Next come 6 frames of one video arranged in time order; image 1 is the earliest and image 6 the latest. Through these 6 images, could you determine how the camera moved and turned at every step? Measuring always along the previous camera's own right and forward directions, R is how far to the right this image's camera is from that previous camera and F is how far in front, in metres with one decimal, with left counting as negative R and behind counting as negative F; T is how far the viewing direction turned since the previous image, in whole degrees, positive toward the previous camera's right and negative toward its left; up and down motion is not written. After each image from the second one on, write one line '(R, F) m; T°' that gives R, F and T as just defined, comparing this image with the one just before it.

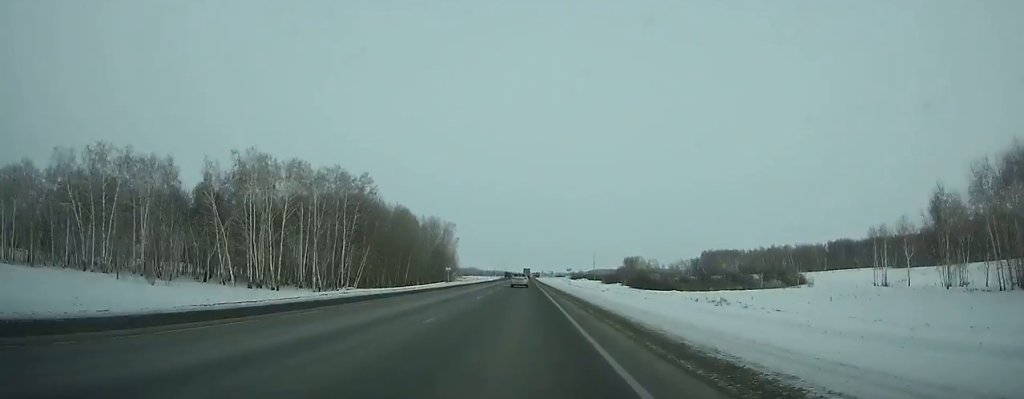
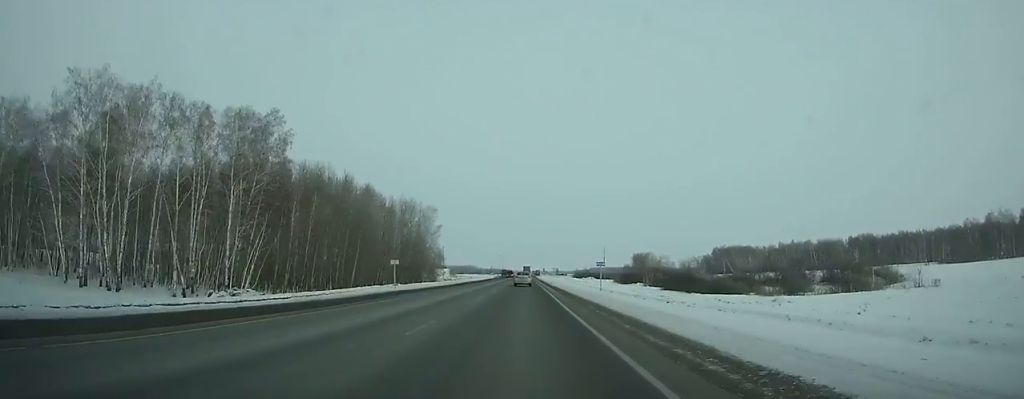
(-0.2, +35.3) m; 0°
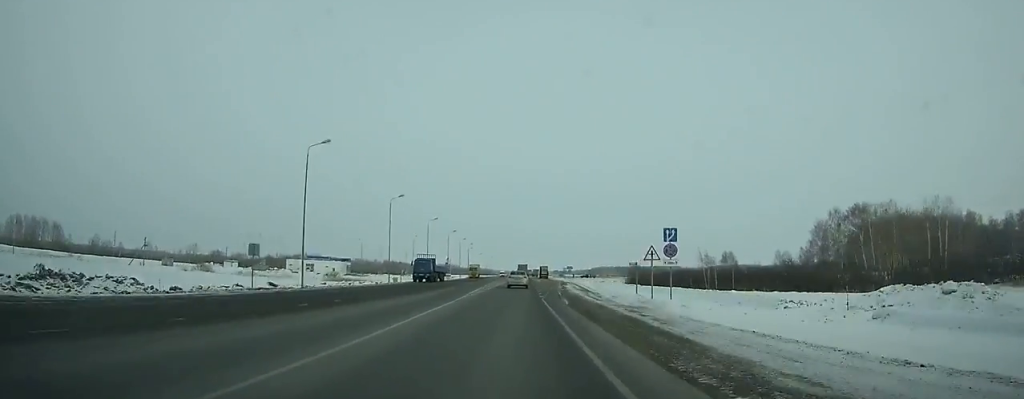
(+2.0, +234.7) m; +1°
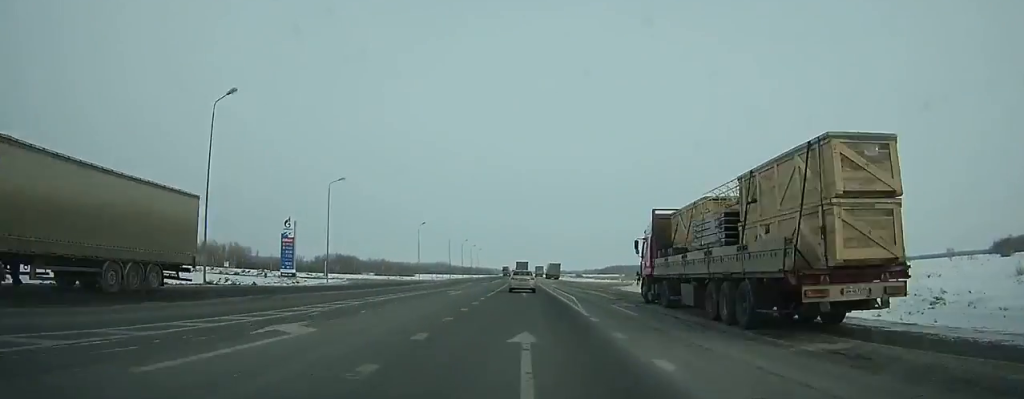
(-0.4, +159.5) m; -1°
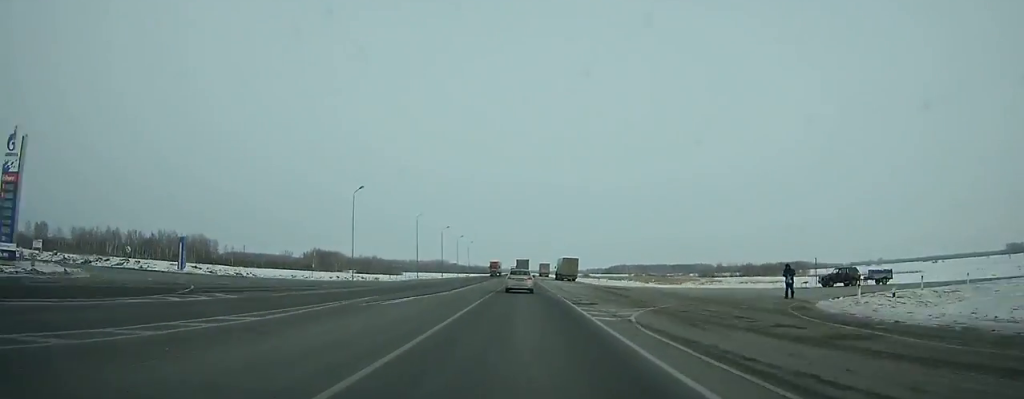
(-0.2, +44.0) m; 0°
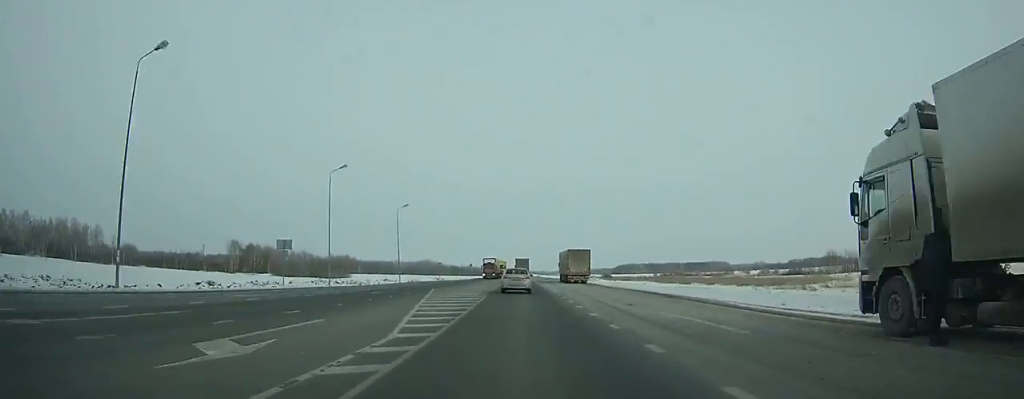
(-0.3, +106.6) m; 0°
